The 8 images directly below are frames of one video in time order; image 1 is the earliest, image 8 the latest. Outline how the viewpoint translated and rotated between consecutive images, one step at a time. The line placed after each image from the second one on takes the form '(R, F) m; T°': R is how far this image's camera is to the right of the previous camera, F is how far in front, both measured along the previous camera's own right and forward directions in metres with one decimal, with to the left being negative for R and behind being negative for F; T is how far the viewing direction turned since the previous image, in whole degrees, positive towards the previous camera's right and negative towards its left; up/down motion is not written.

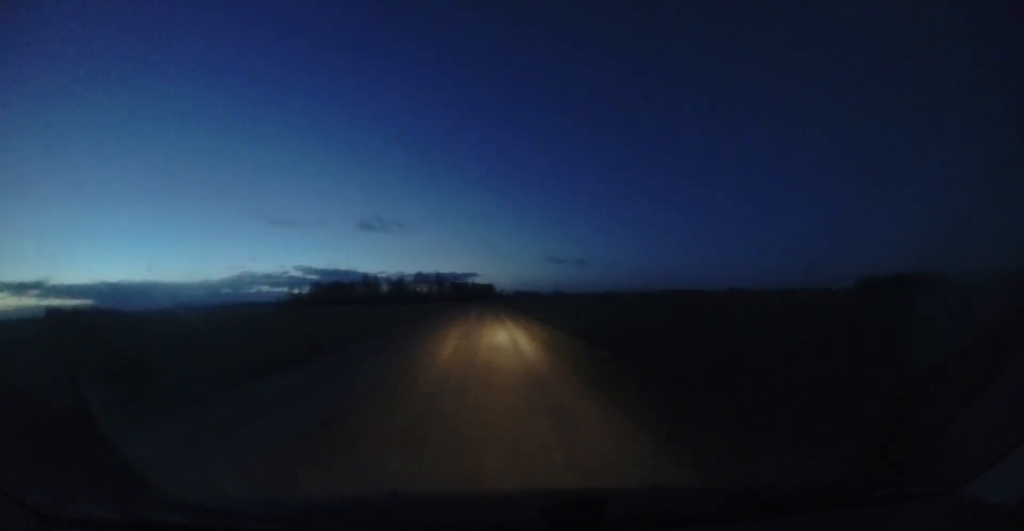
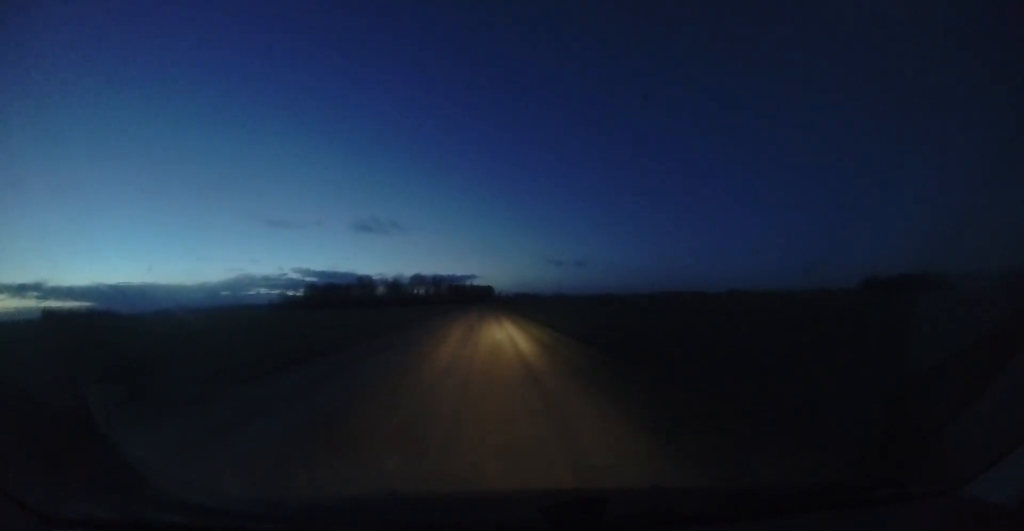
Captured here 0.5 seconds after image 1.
(+0.1, +7.9) m; 0°
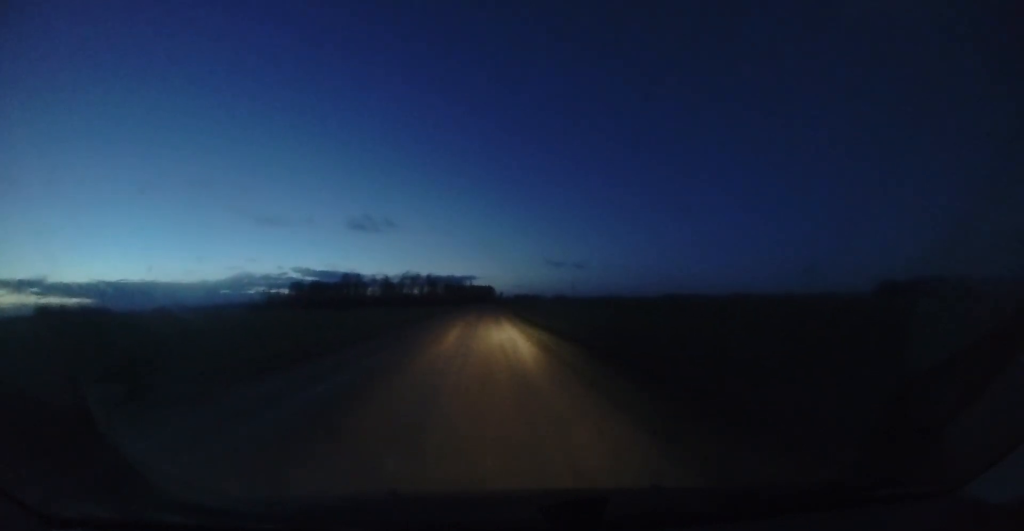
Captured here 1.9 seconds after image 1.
(+0.1, +24.4) m; -1°
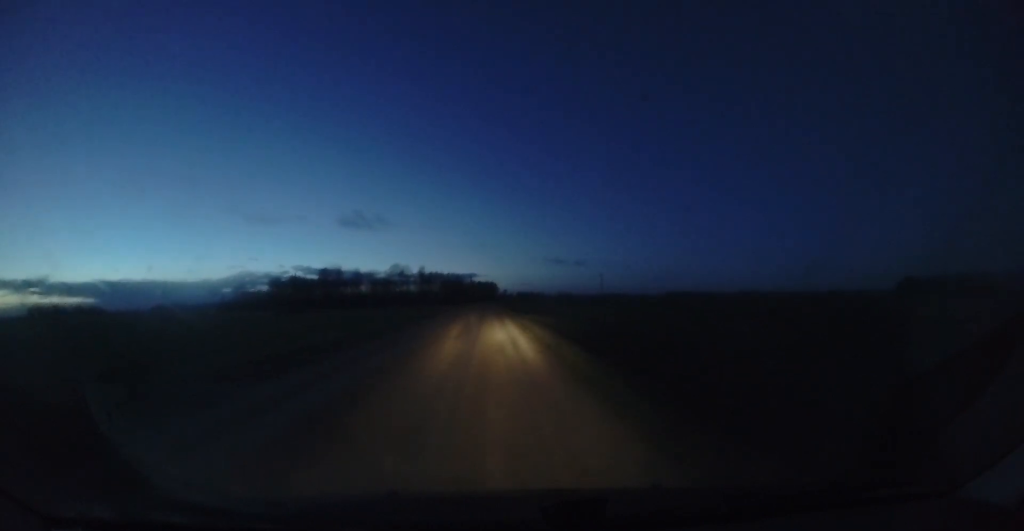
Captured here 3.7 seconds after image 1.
(-0.4, +31.4) m; 0°
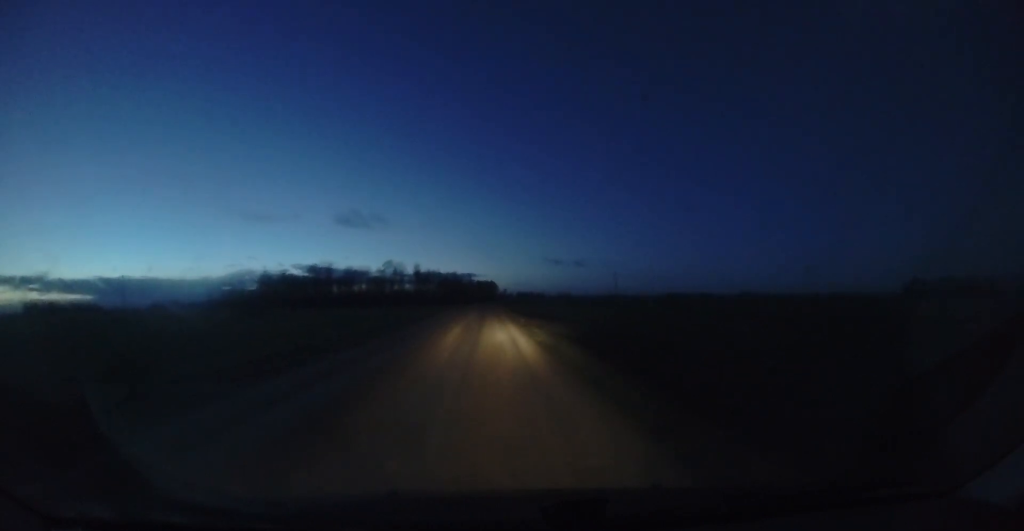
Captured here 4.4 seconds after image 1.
(+0.1, +11.4) m; 0°
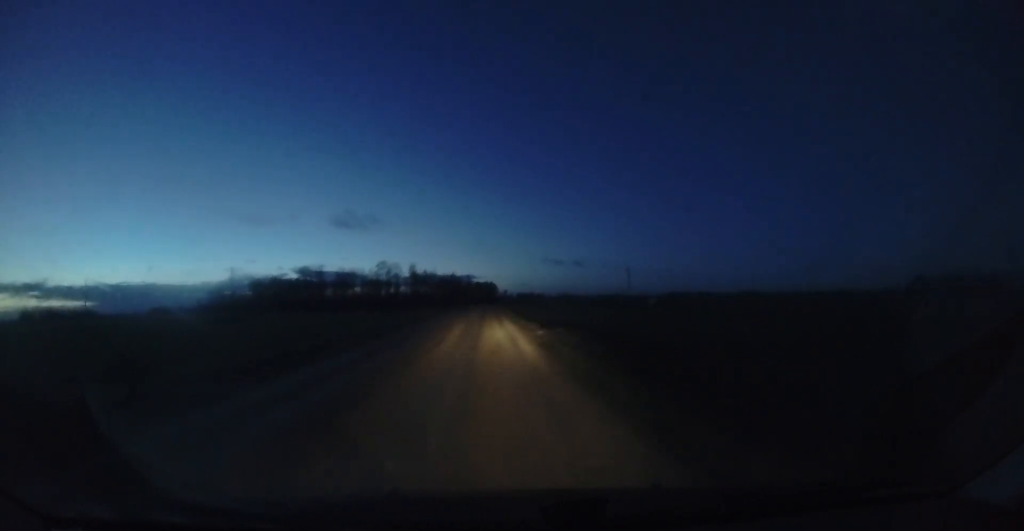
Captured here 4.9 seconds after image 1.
(+0.1, +9.1) m; 0°
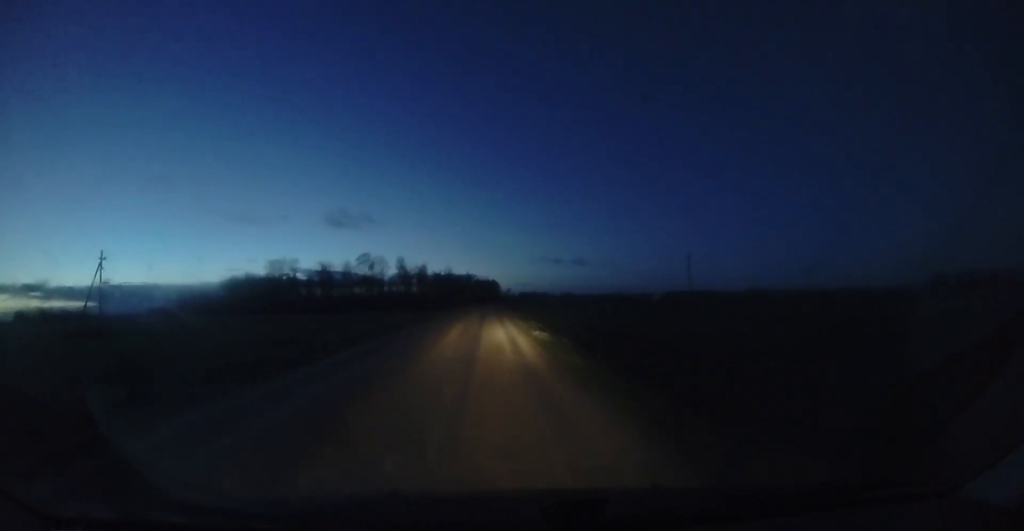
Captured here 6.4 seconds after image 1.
(-0.1, +24.9) m; 0°
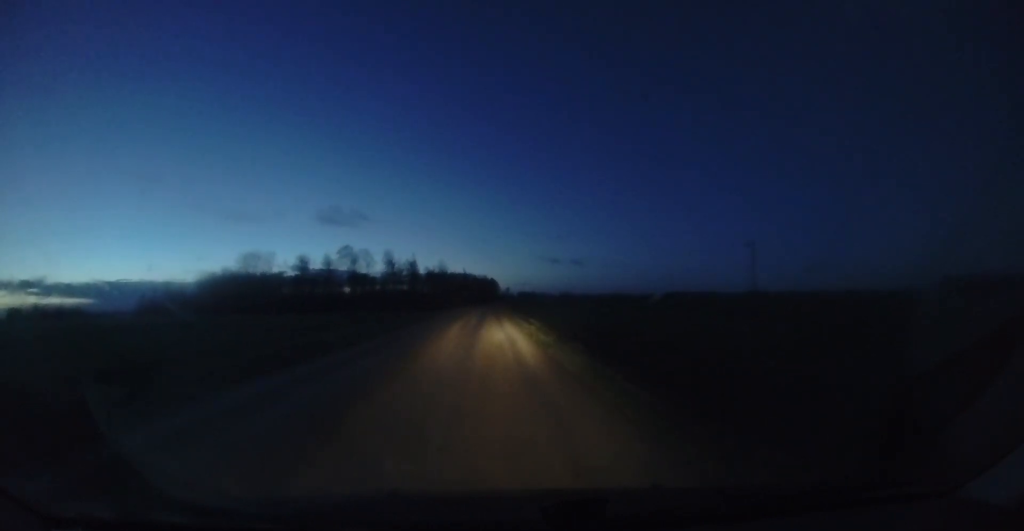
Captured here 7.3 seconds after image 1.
(0.0, +15.4) m; 0°
